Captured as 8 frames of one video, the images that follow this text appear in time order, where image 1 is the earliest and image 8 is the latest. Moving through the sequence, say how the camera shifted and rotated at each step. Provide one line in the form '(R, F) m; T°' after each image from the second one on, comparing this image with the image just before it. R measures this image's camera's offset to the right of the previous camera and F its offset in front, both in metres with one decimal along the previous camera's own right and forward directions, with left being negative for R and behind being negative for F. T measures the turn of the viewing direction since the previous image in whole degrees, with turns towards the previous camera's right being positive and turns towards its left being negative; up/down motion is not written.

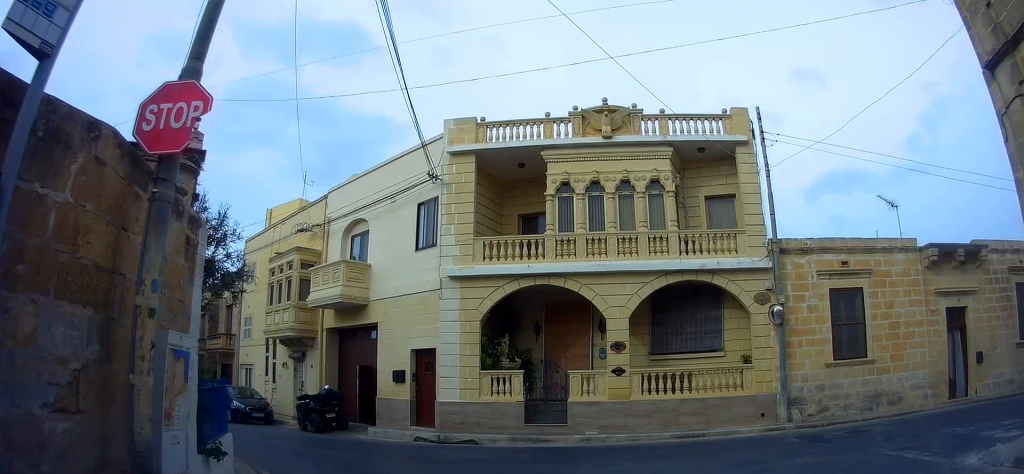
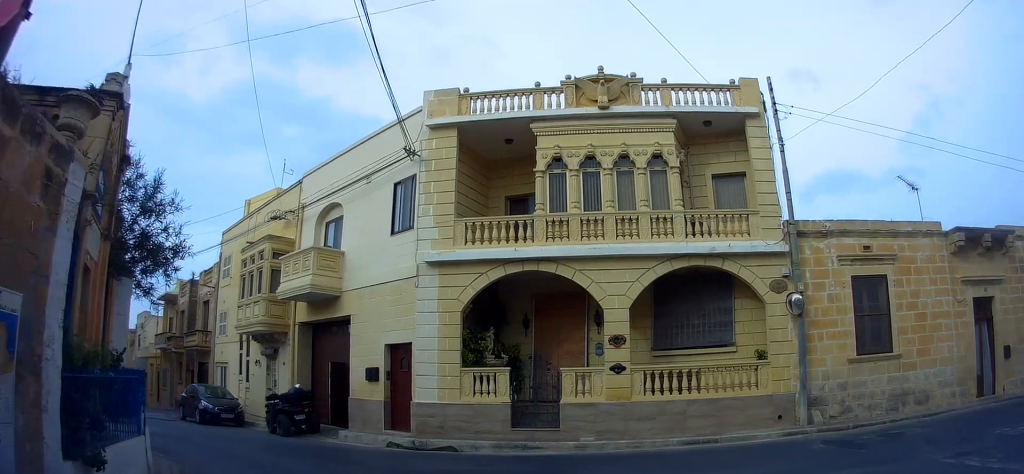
(0.0, +2.3) m; 0°
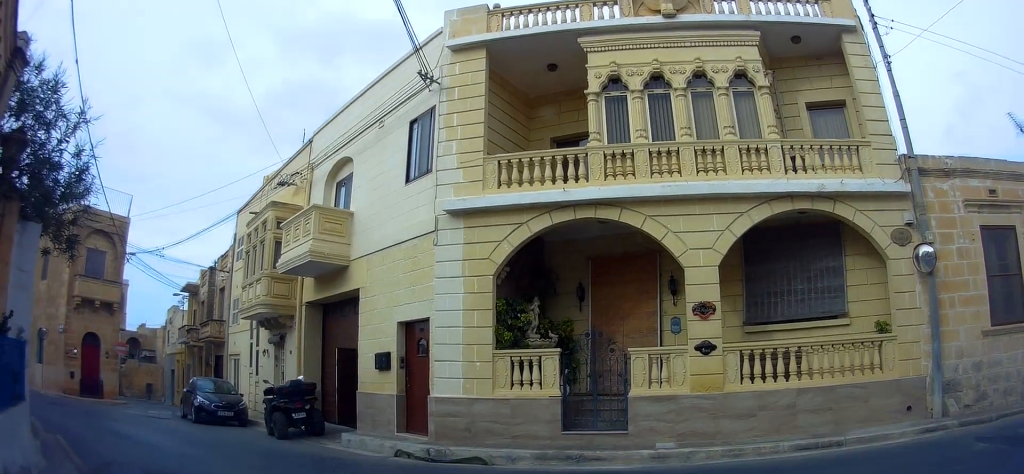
(-0.1, +6.0) m; -2°
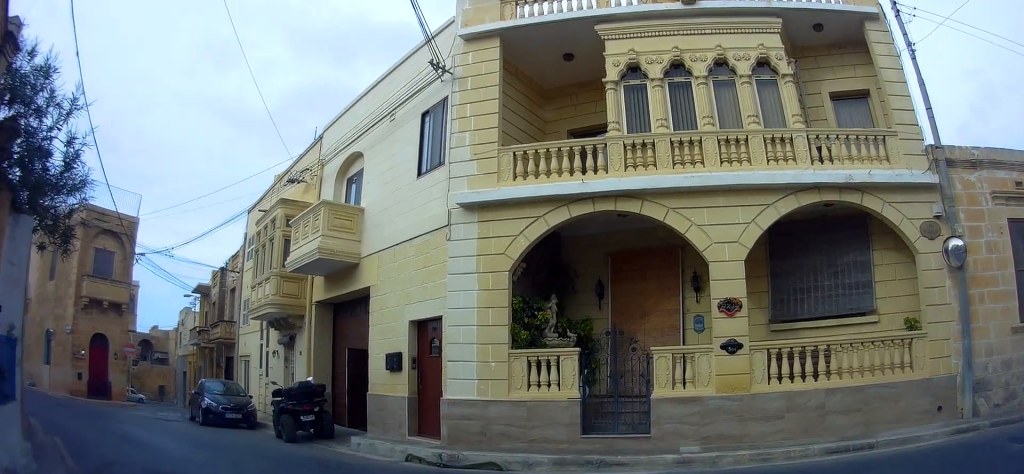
(0.0, +1.0) m; 0°
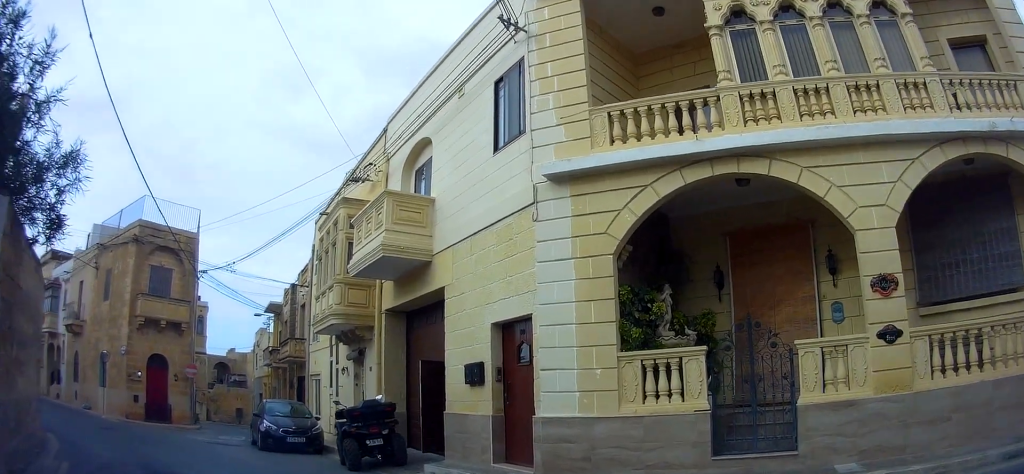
(0.0, +2.8) m; -13°
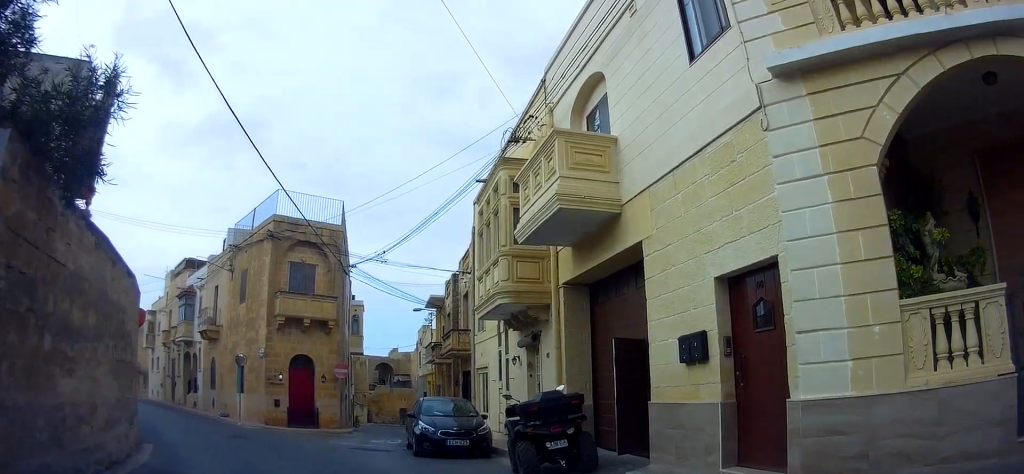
(-0.4, +1.8) m; -22°
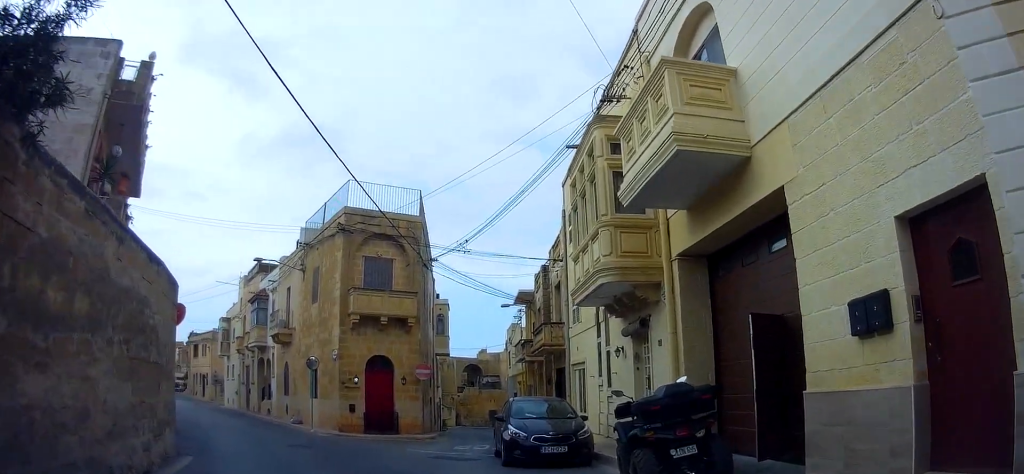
(-0.2, +1.4) m; -10°
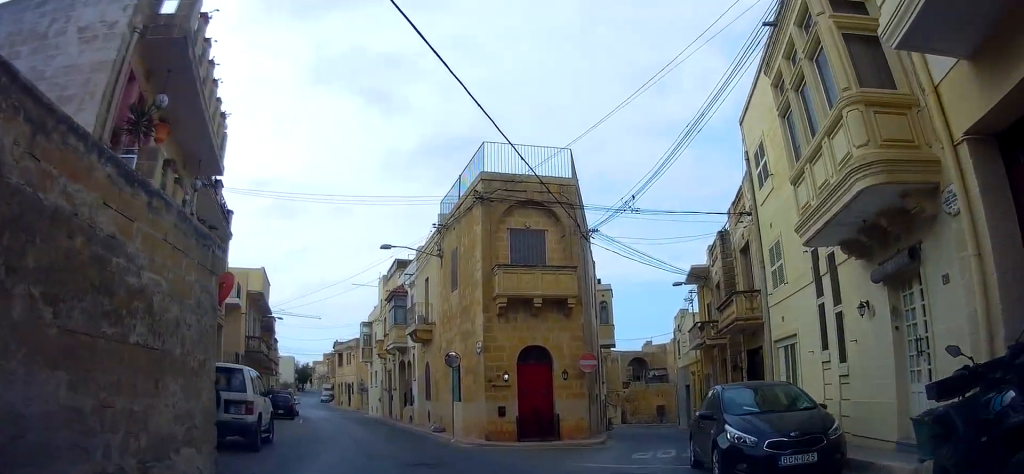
(-0.3, +2.8) m; -14°
